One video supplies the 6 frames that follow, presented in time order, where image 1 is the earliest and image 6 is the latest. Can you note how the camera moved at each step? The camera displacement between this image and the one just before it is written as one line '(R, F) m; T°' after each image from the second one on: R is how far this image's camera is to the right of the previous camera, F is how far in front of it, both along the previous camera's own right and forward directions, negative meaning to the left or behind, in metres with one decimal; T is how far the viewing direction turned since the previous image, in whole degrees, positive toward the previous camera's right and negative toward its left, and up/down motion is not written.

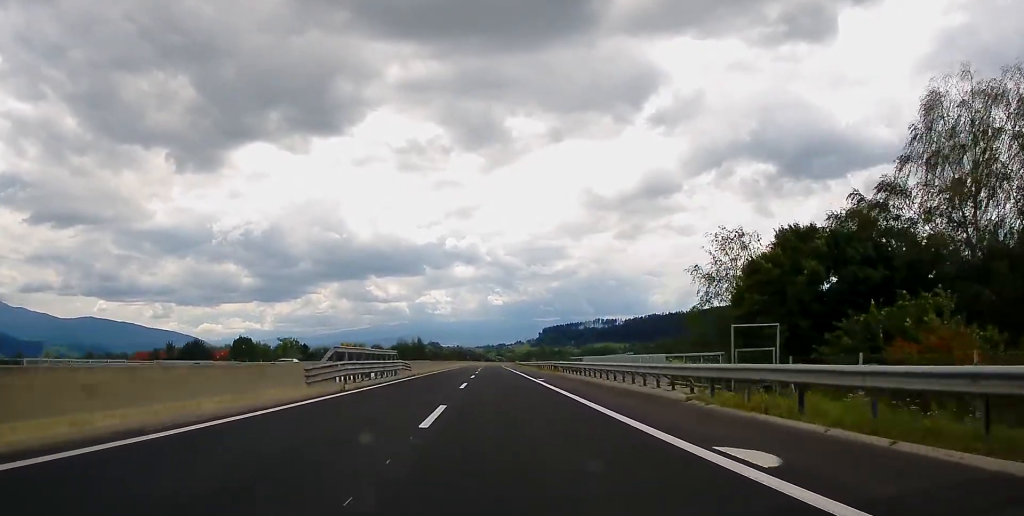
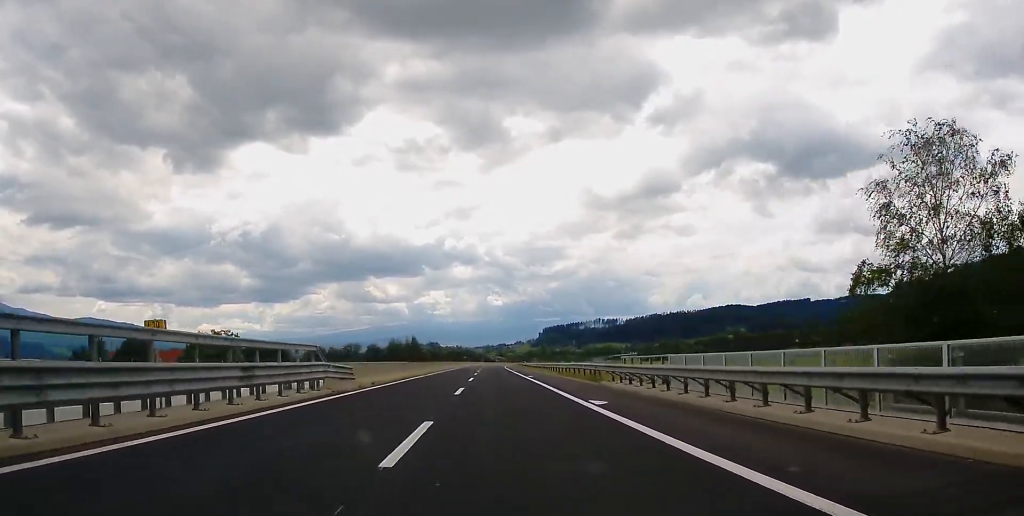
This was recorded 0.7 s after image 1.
(-0.1, +22.7) m; 0°
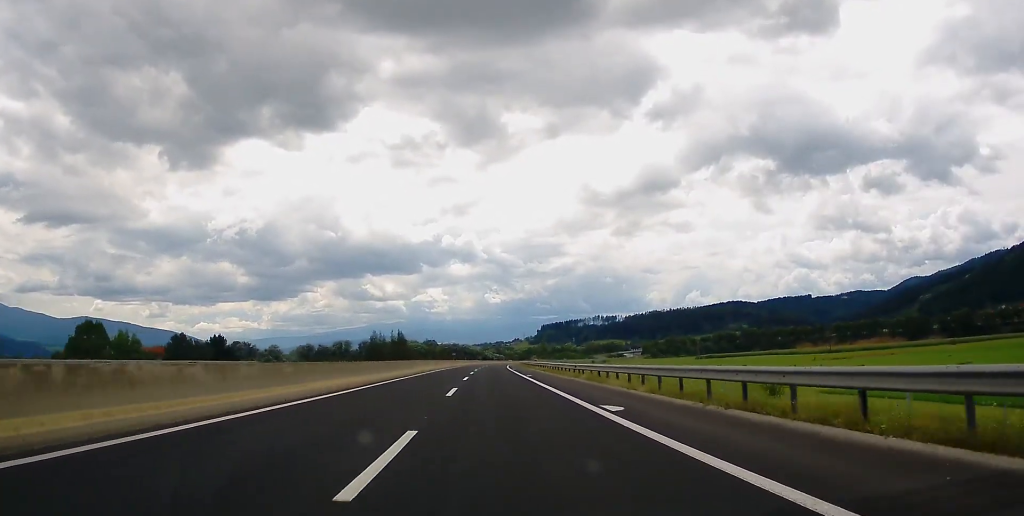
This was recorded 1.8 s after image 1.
(+0.3, +37.9) m; 0°
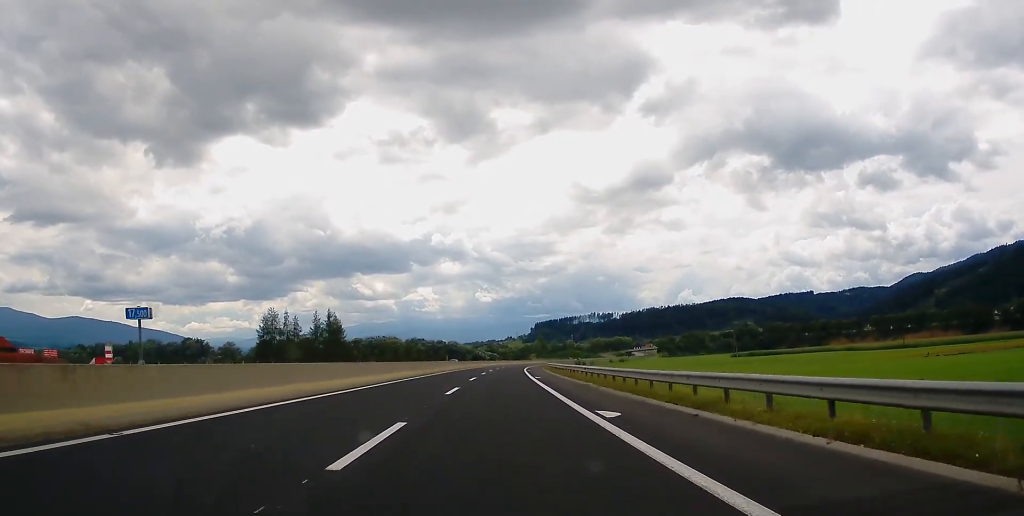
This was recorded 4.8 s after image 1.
(+0.6, +106.0) m; +1°
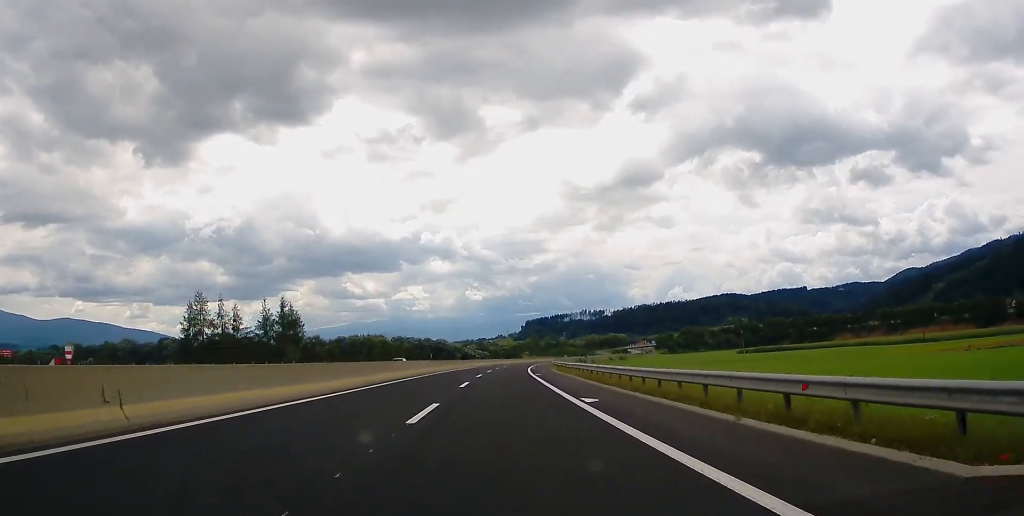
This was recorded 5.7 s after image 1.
(+0.2, +30.0) m; +1°
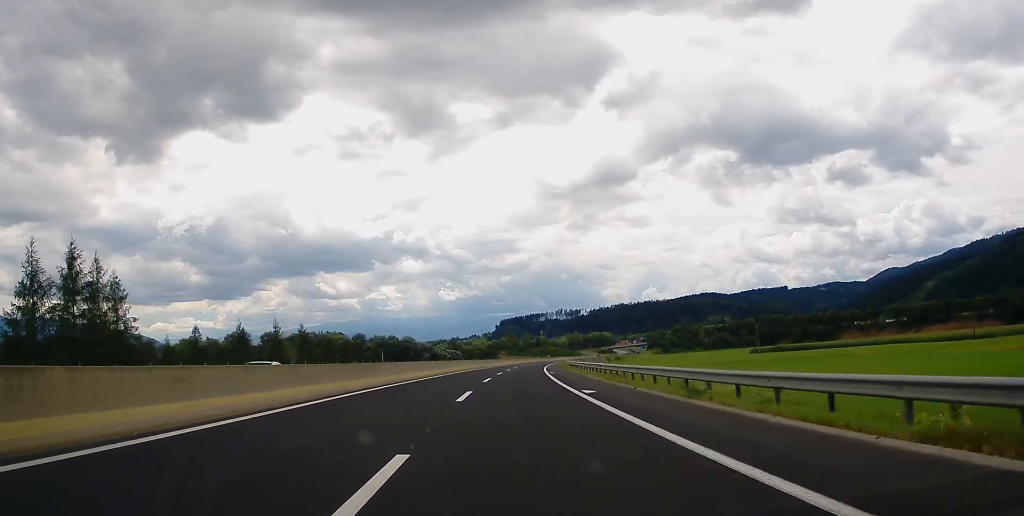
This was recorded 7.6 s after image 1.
(0.0, +64.4) m; +2°
